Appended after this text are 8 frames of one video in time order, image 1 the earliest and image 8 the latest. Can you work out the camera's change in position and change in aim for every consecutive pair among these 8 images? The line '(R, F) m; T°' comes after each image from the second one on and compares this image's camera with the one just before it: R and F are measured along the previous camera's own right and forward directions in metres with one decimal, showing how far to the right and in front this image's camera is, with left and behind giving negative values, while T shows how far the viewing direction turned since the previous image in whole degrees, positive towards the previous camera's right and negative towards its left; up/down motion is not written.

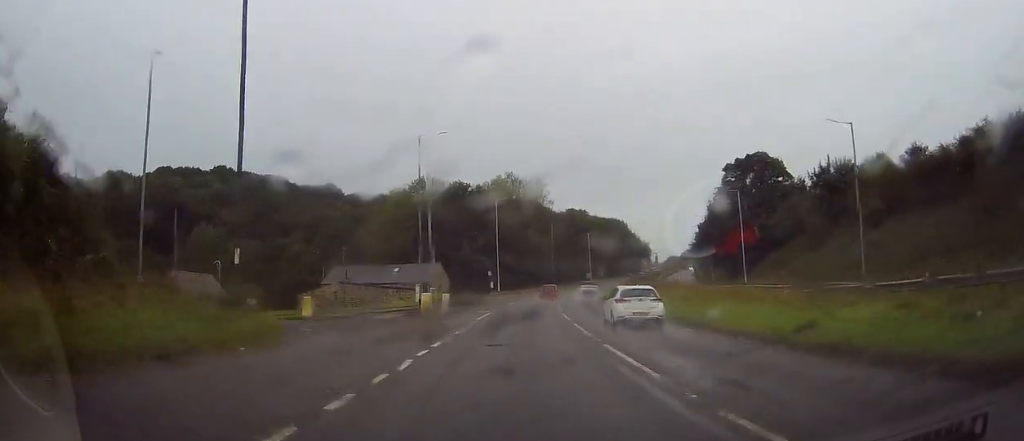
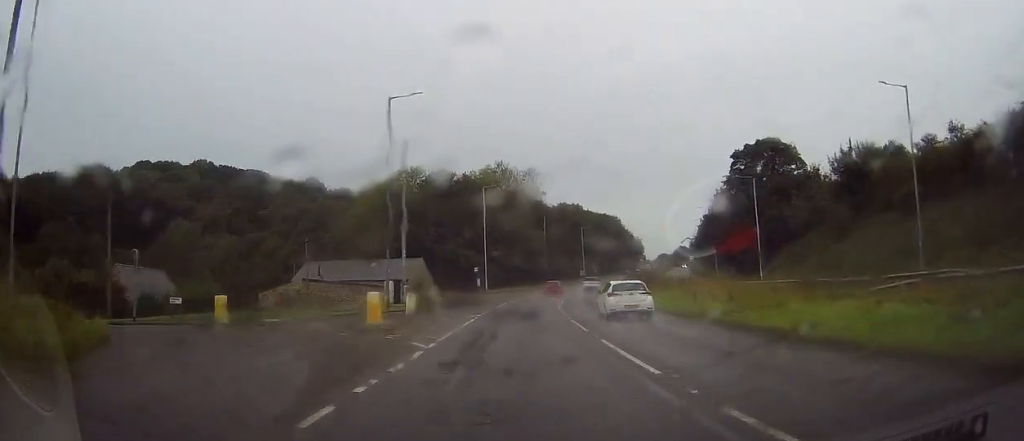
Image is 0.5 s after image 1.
(-0.3, +9.3) m; +1°
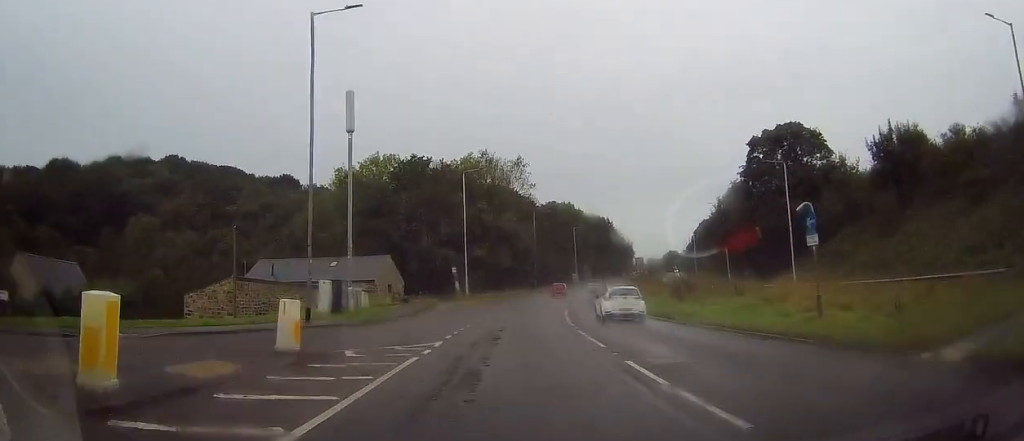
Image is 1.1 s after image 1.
(+0.2, +13.1) m; +2°
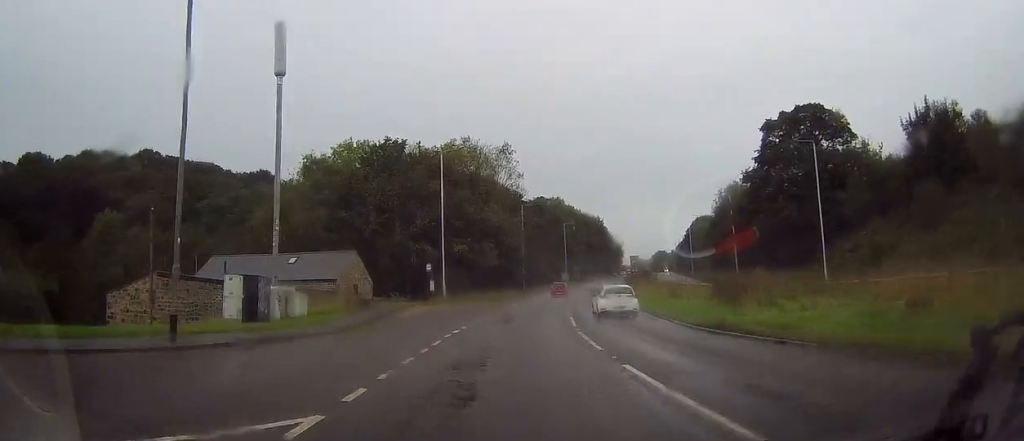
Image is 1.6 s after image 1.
(+0.3, +9.8) m; +2°
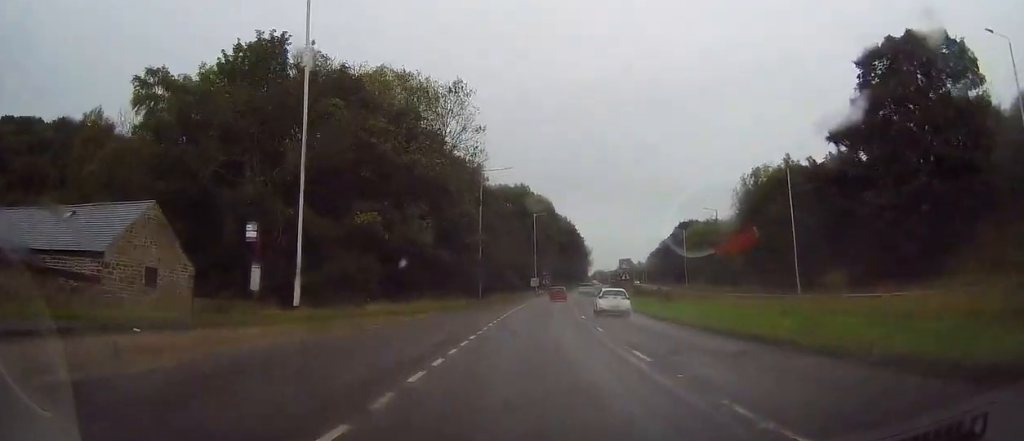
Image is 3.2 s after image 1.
(+0.7, +31.1) m; +4°
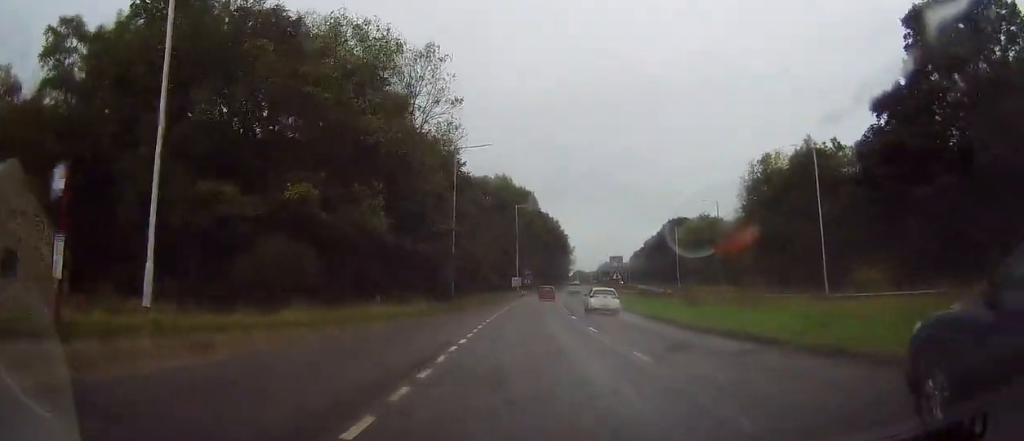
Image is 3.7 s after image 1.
(0.0, +9.7) m; +2°
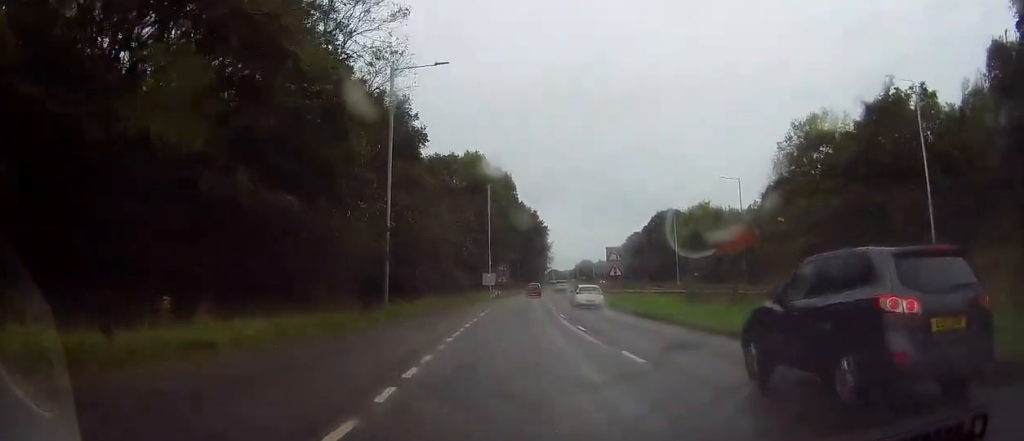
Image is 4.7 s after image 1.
(+0.5, +19.2) m; +2°
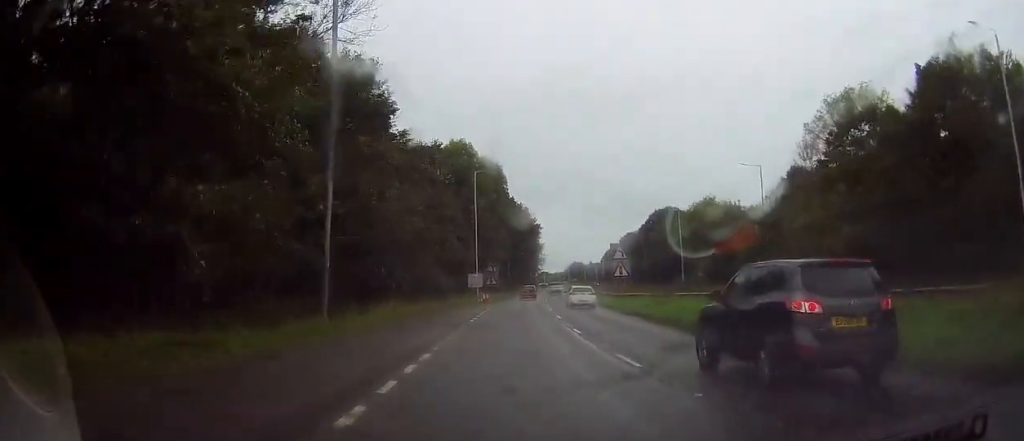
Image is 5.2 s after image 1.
(0.0, +9.5) m; +1°
